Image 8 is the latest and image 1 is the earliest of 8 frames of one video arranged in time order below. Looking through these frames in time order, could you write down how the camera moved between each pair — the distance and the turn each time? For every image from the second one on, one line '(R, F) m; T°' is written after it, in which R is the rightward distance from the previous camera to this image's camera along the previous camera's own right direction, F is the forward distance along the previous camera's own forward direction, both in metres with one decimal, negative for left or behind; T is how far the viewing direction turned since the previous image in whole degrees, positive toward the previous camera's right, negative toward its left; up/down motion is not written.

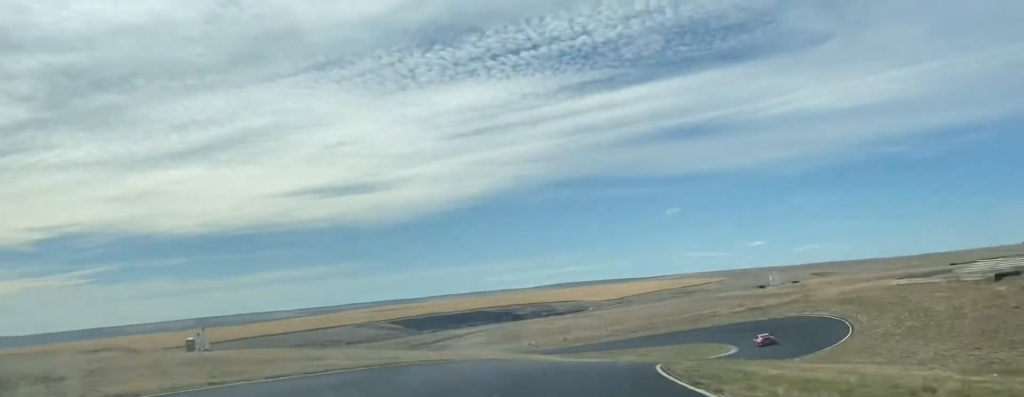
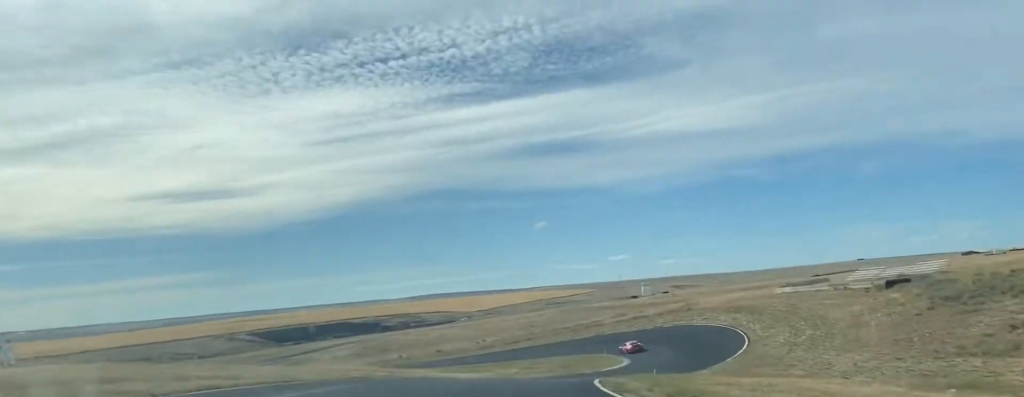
(0.0, +11.1) m; +10°
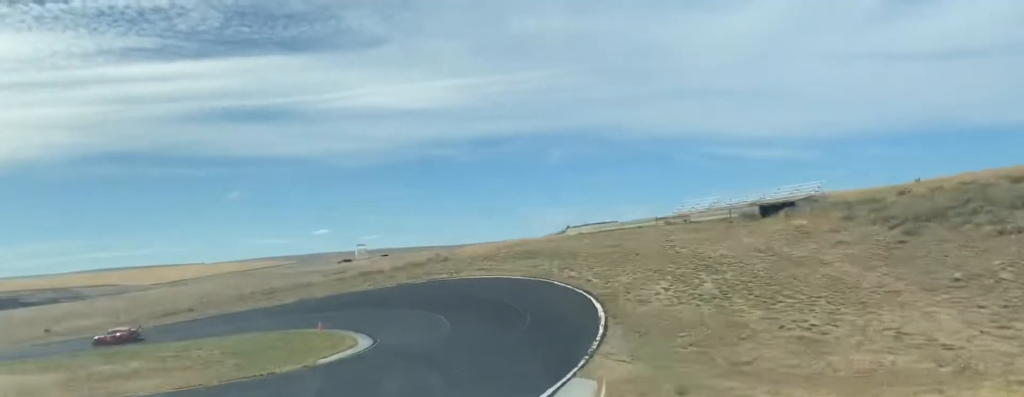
(+13.9, +41.8) m; +27°
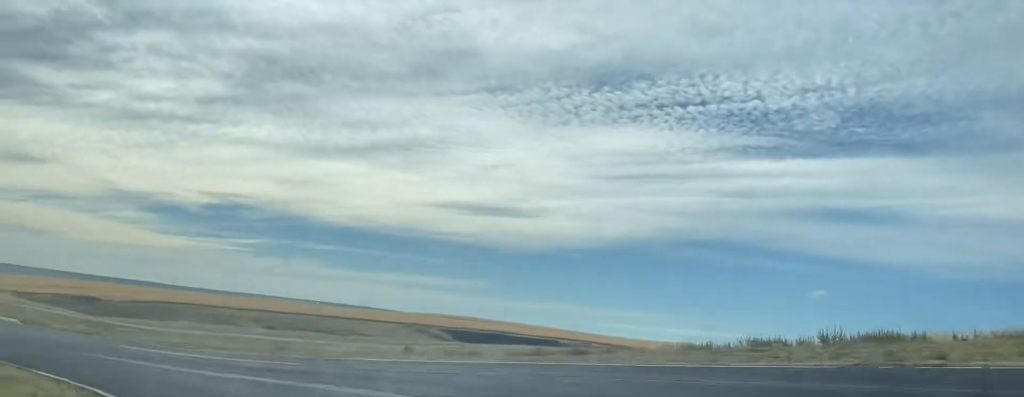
(-3.4, +74.4) m; -45°
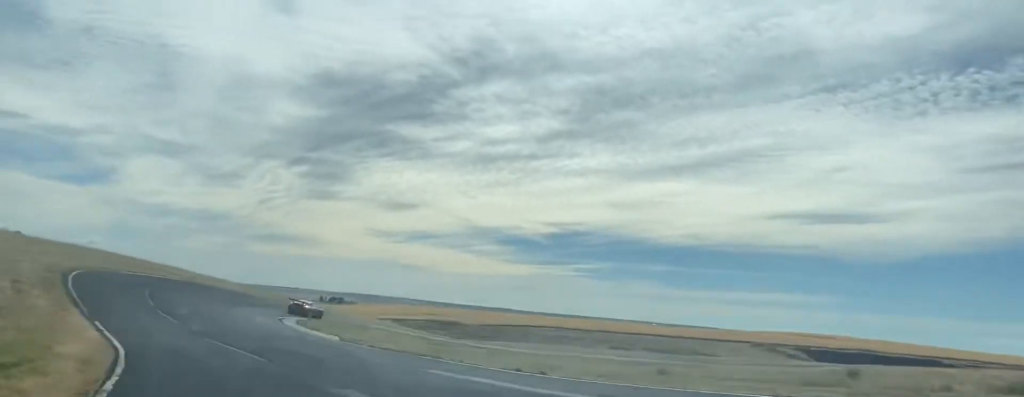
(-10.2, +21.6) m; -34°
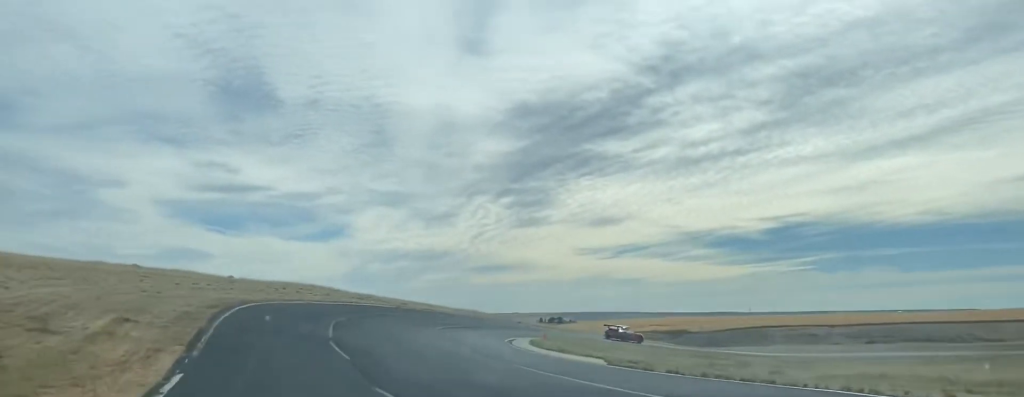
(-5.3, +20.1) m; -14°
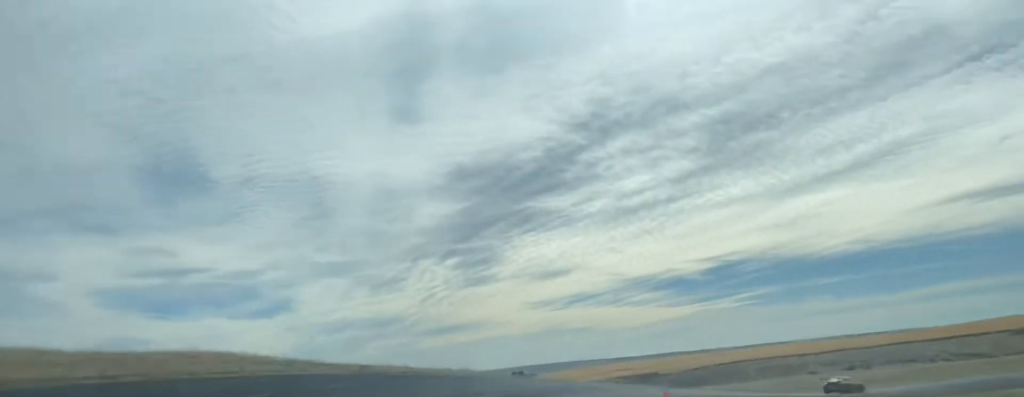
(-3.7, +29.2) m; 0°
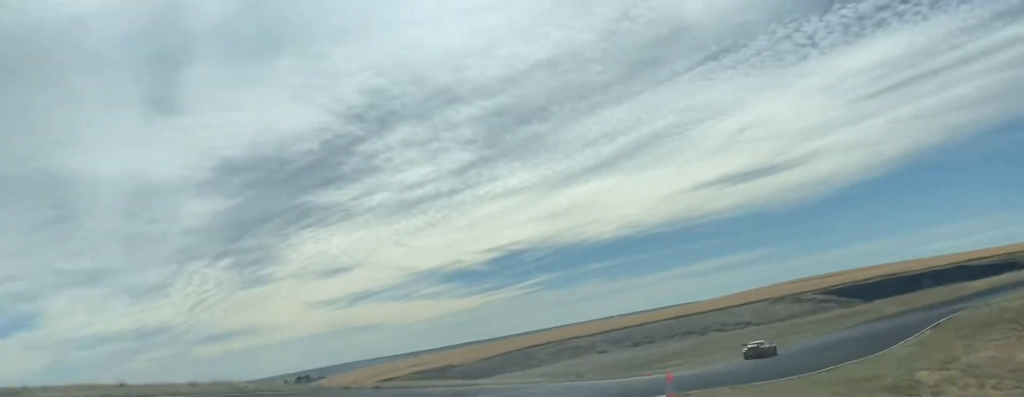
(-2.4, +18.5) m; +11°
